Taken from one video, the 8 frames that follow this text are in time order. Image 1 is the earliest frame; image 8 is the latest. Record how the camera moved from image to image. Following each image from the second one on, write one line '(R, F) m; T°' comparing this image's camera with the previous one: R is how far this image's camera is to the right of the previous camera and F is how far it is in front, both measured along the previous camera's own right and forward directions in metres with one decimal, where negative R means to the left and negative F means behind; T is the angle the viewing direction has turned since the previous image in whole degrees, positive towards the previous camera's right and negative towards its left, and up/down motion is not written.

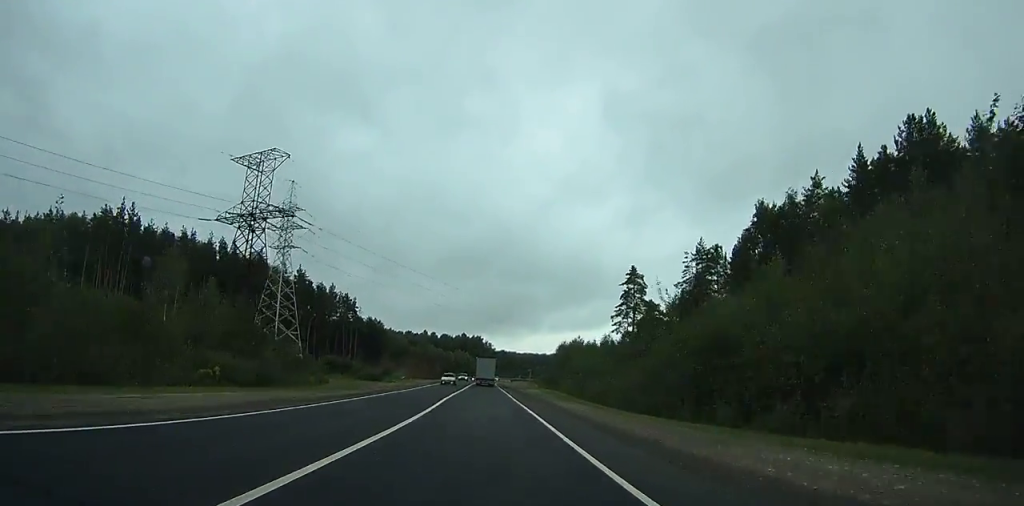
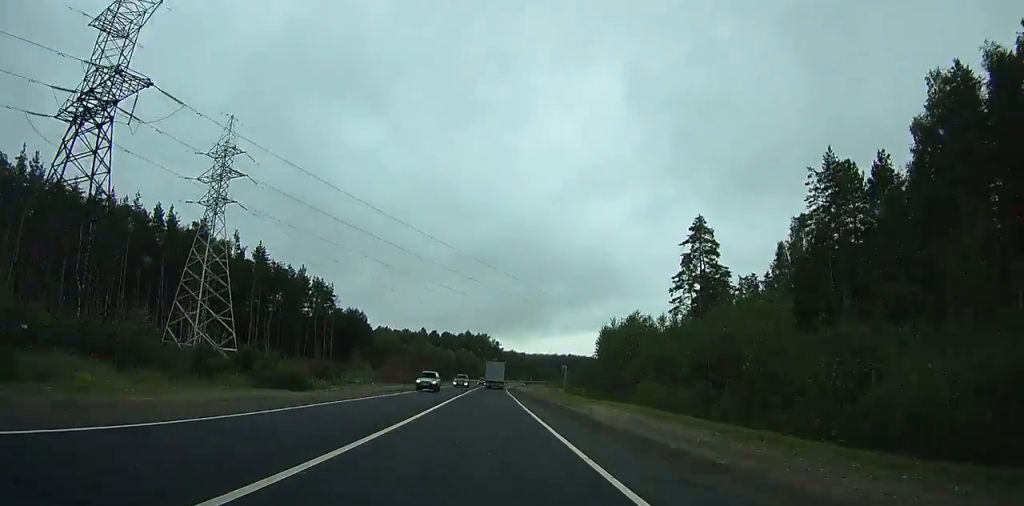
(-0.5, +35.3) m; -1°
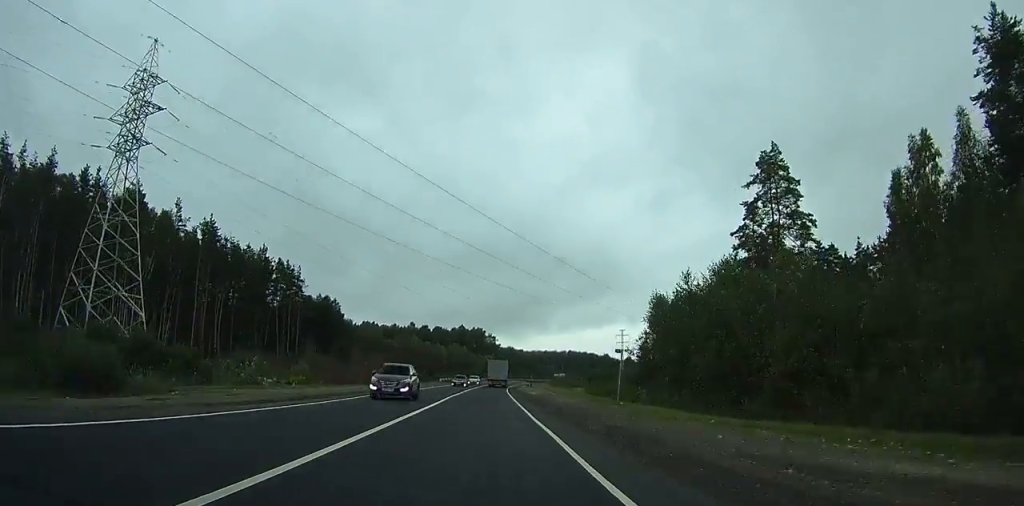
(-0.2, +24.0) m; 0°
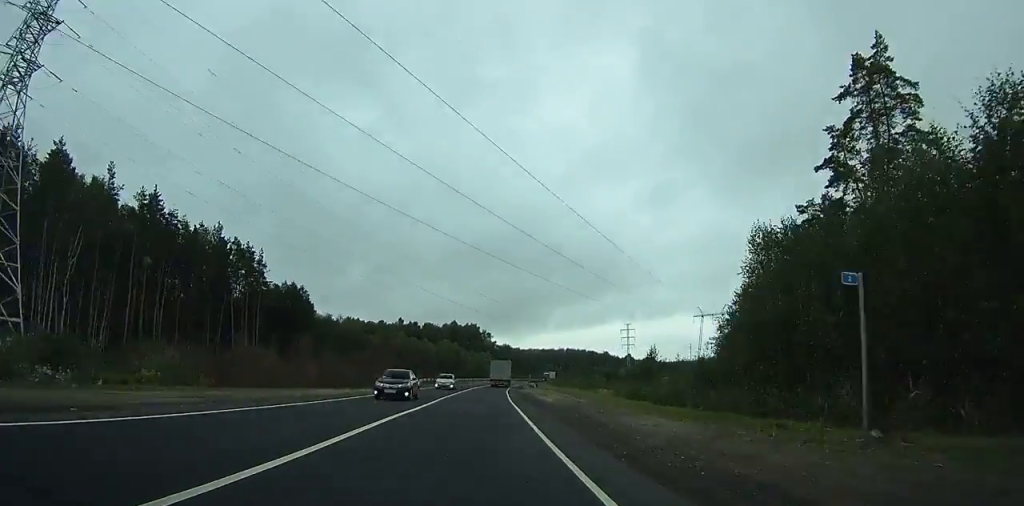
(0.0, +19.6) m; 0°
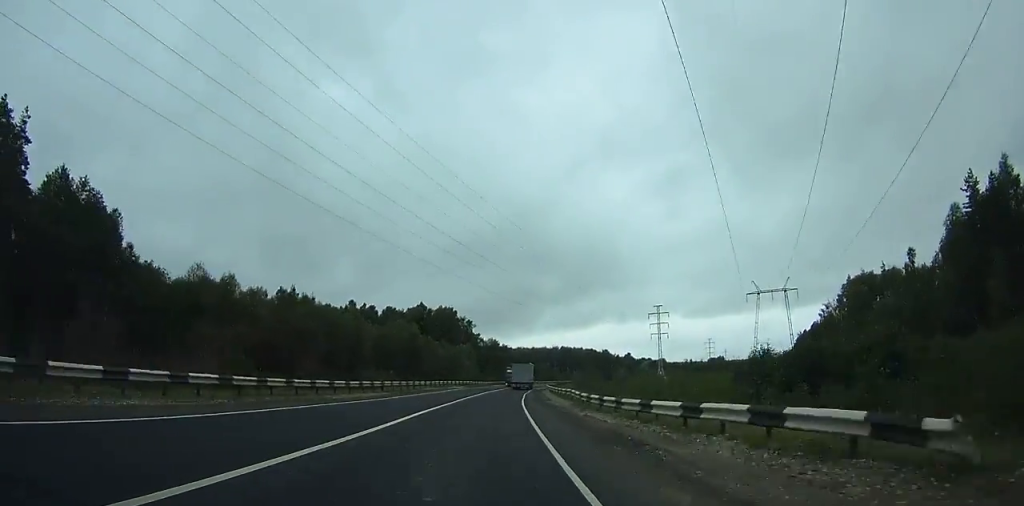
(+0.6, +63.1) m; +2°
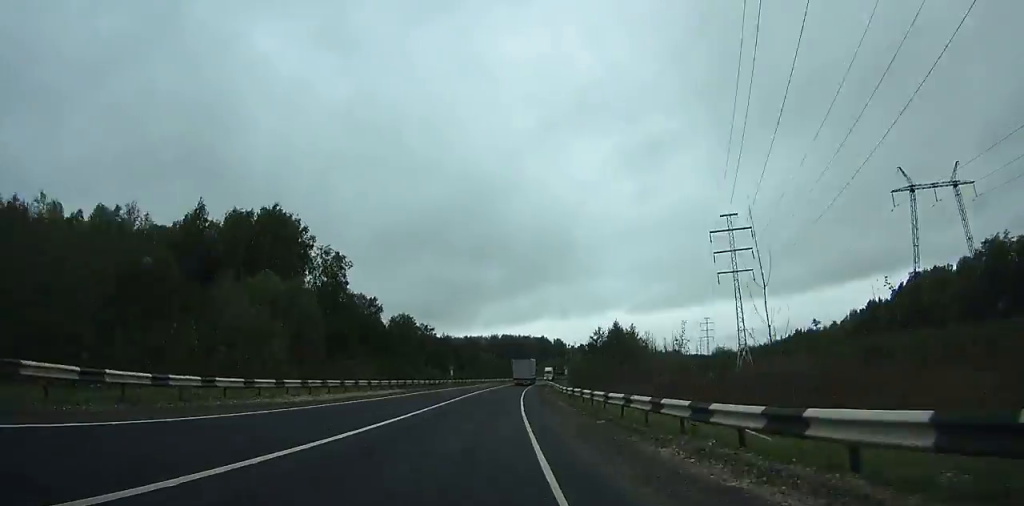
(+3.0, +94.4) m; +5°
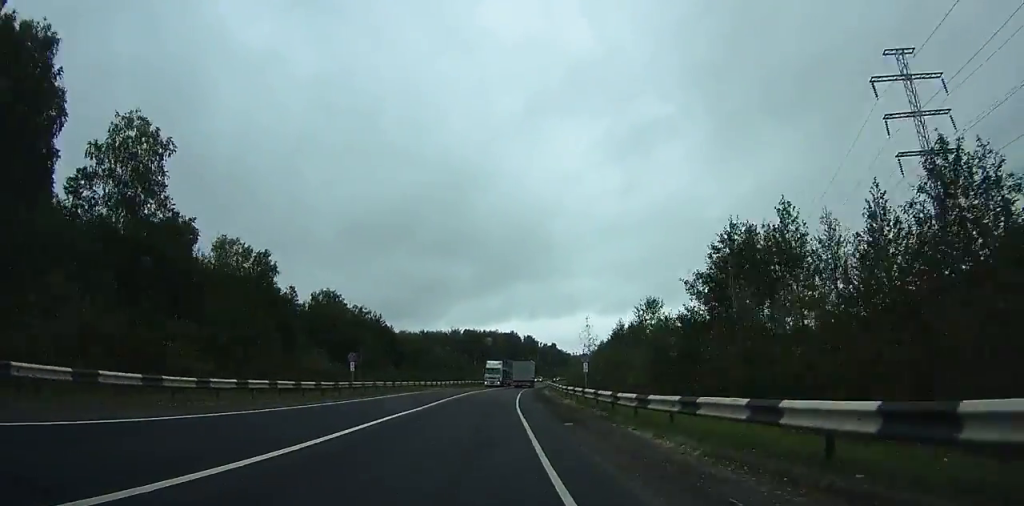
(+1.5, +47.1) m; +3°
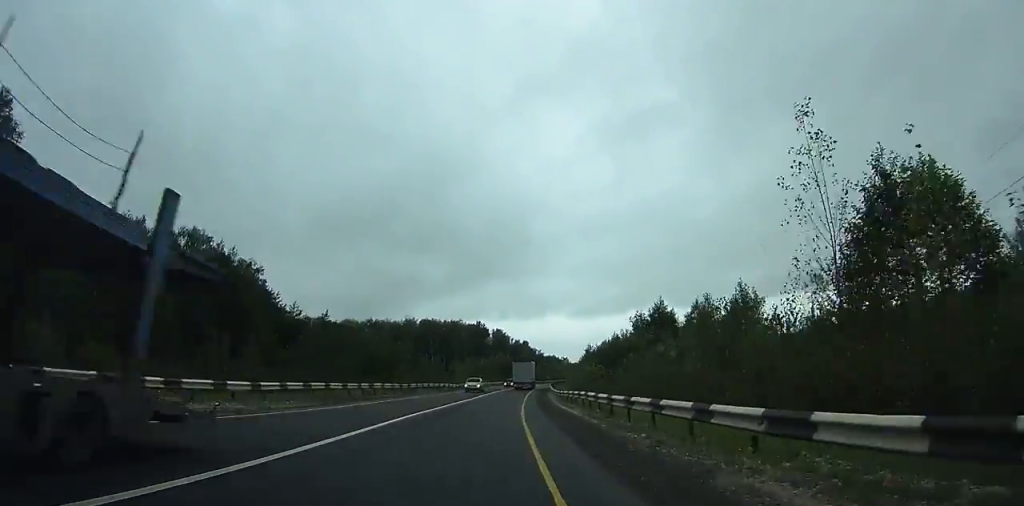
(+1.5, +48.9) m; +3°
